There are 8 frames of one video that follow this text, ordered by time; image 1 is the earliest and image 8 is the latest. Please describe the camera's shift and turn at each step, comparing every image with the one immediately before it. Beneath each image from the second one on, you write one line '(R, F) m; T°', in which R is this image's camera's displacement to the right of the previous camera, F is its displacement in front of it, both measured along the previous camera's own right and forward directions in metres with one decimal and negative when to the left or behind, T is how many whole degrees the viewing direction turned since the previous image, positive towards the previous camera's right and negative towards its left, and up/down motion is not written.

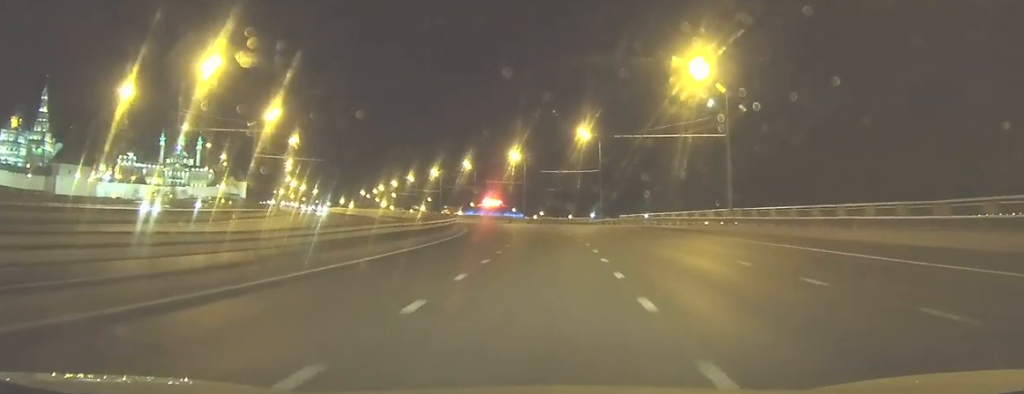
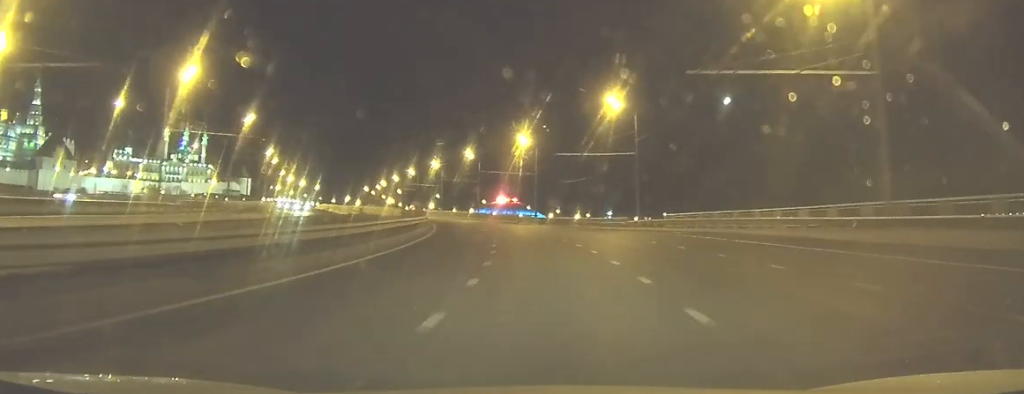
(-0.1, +20.7) m; -2°
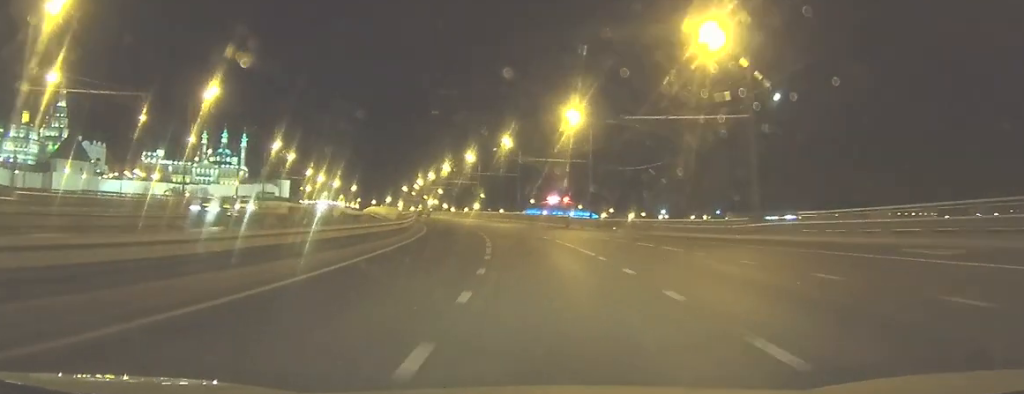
(-0.6, +21.6) m; -4°
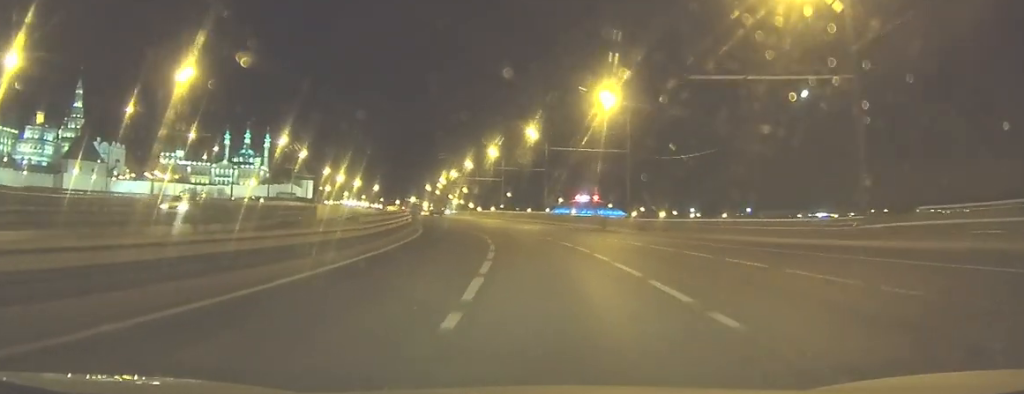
(-0.2, +10.2) m; -3°
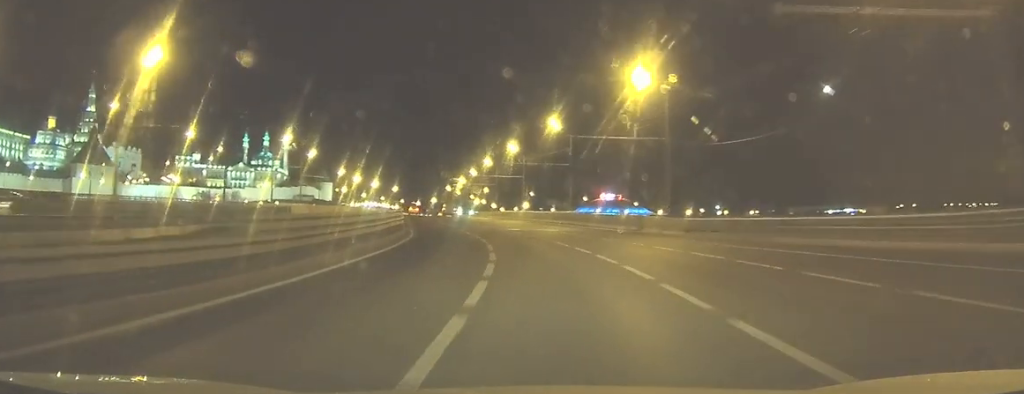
(-0.1, +8.5) m; -2°
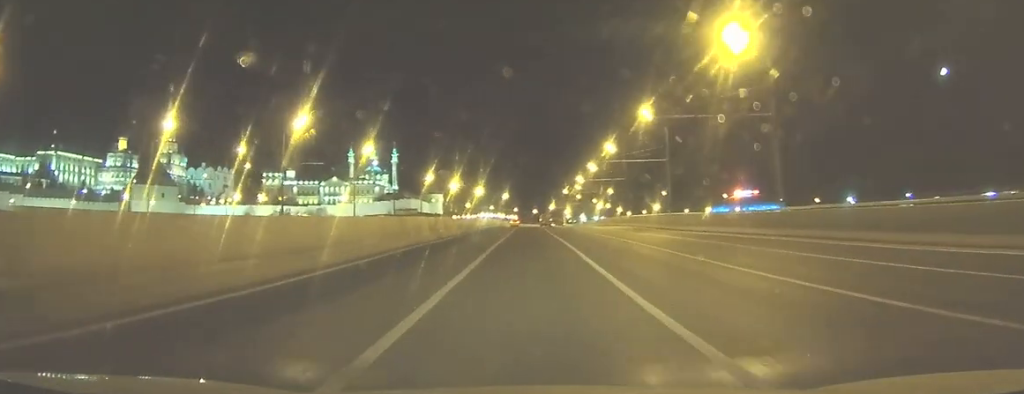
(-3.9, +39.0) m; -11°
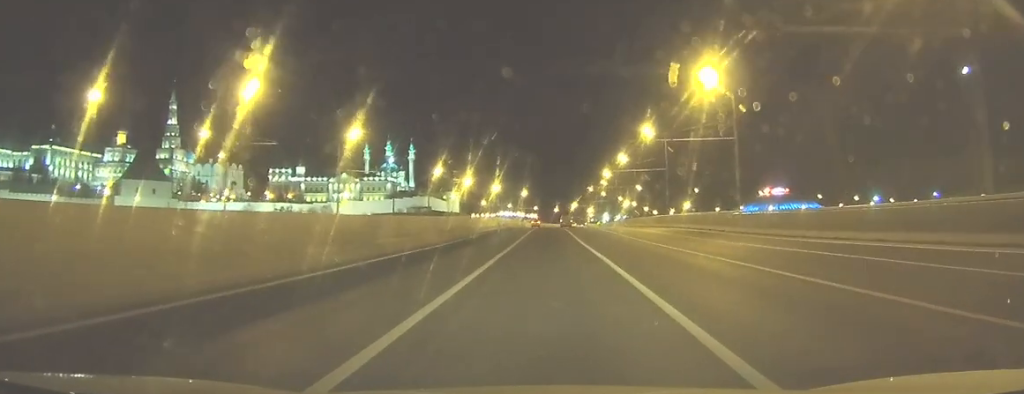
(-0.7, +18.1) m; -2°
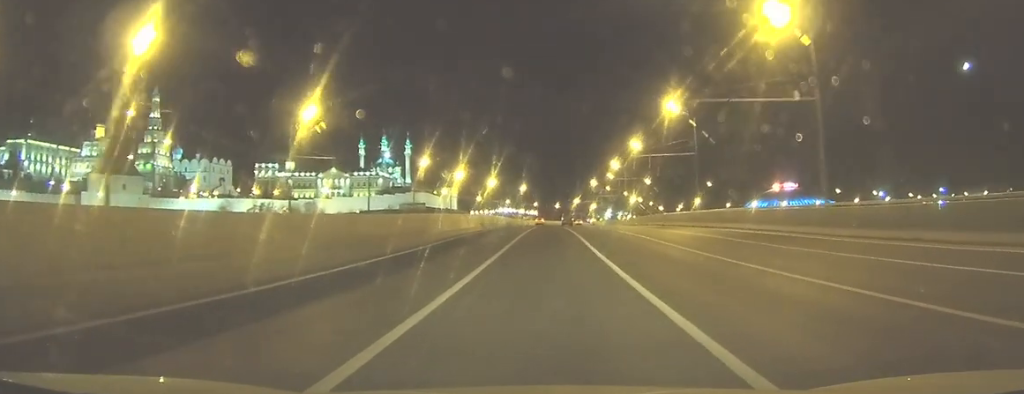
(0.0, +16.1) m; 0°
